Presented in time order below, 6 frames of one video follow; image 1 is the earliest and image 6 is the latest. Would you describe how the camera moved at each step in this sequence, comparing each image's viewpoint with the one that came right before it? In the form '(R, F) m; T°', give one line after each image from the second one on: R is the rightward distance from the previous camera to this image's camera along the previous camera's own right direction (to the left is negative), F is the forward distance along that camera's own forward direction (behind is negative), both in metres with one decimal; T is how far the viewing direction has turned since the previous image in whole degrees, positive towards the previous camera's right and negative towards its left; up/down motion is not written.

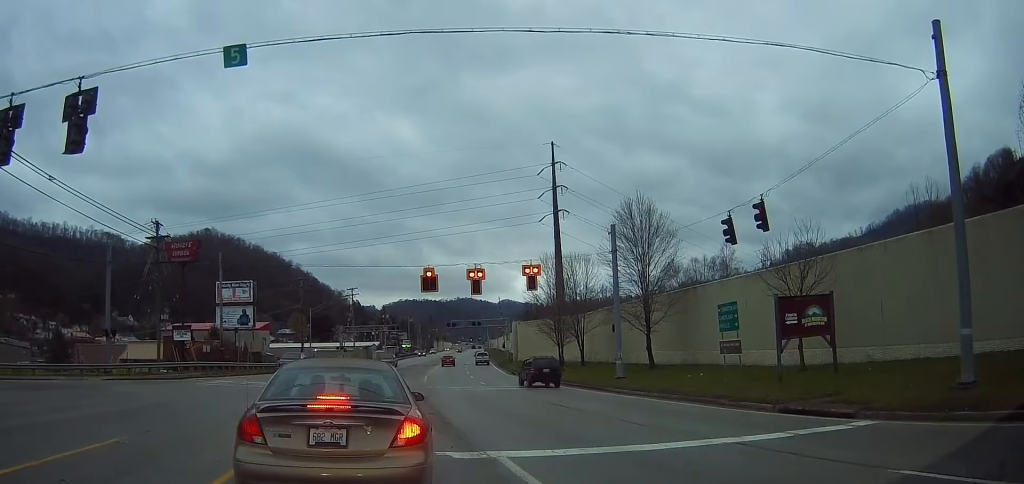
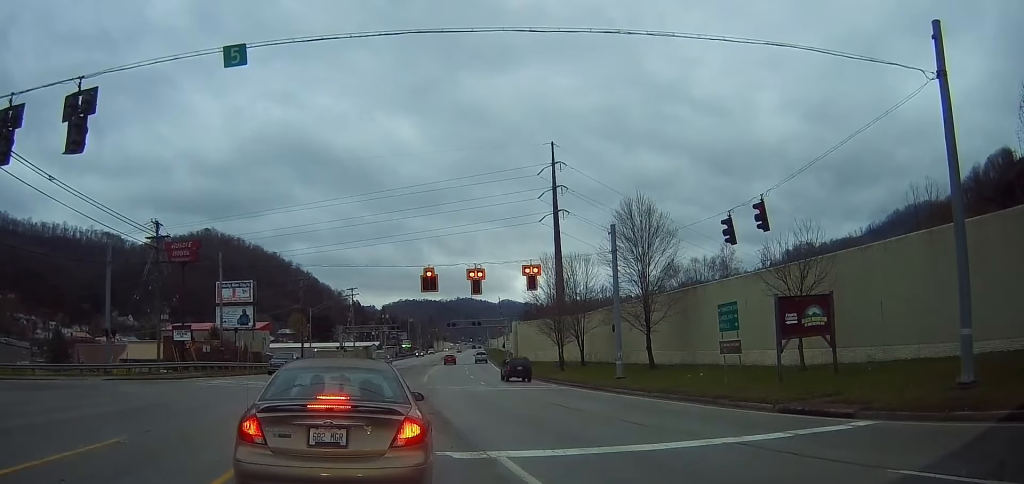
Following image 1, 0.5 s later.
(0.0, 0.0) m; 0°
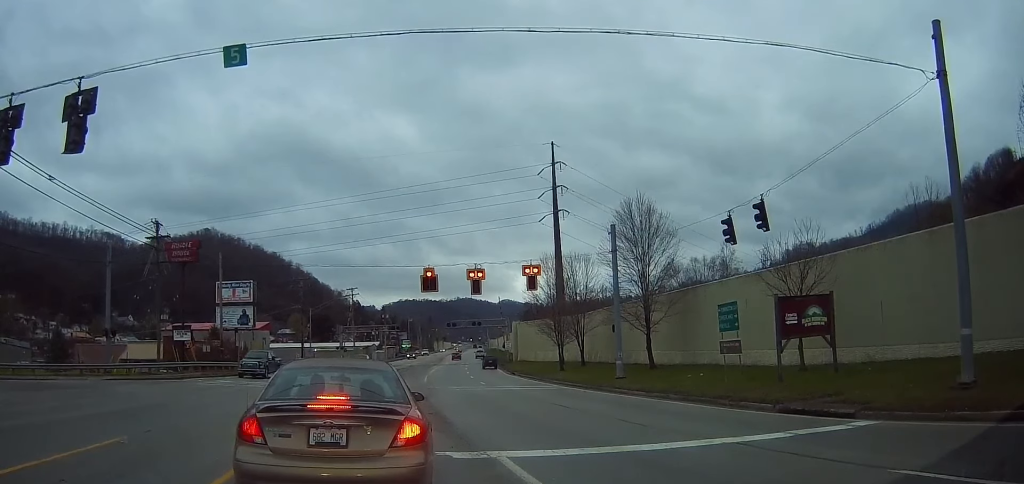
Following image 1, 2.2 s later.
(0.0, 0.0) m; 0°
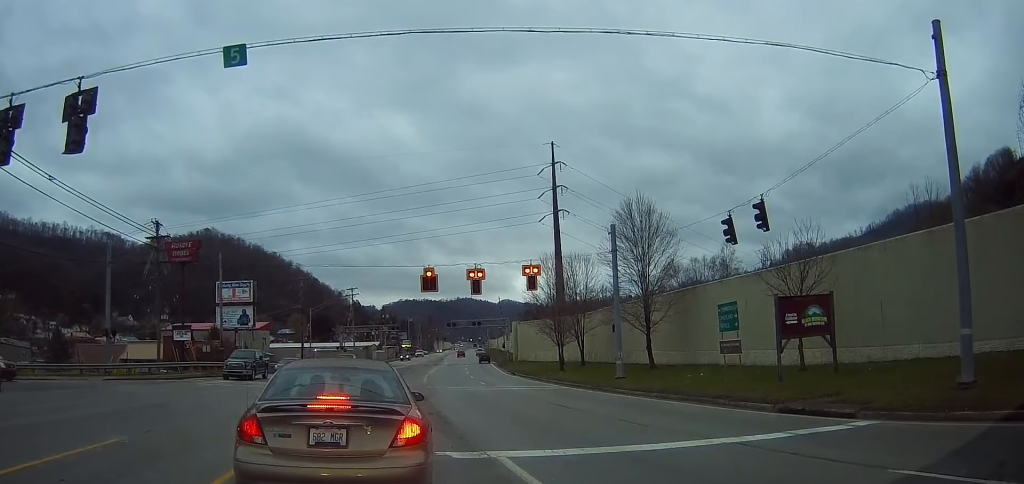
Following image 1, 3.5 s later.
(0.0, 0.0) m; 0°
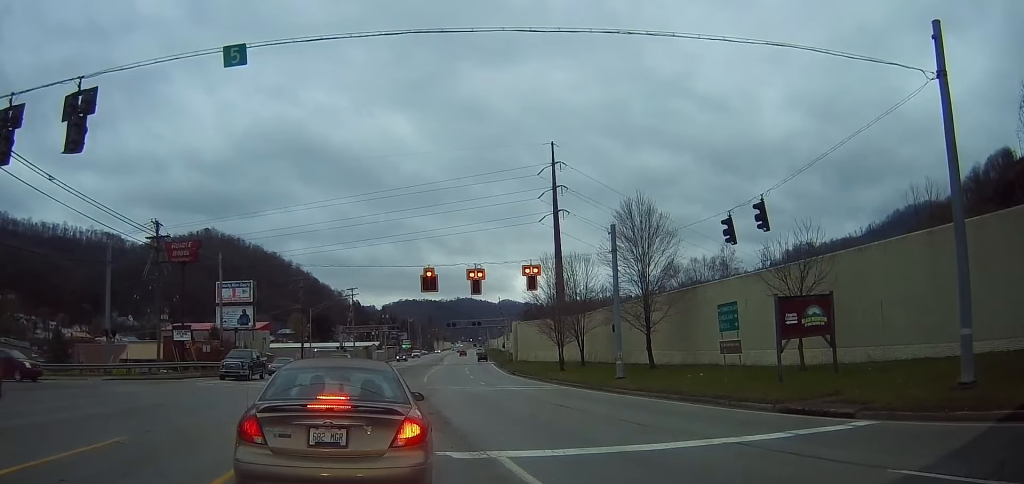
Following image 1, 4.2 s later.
(0.0, 0.0) m; 0°
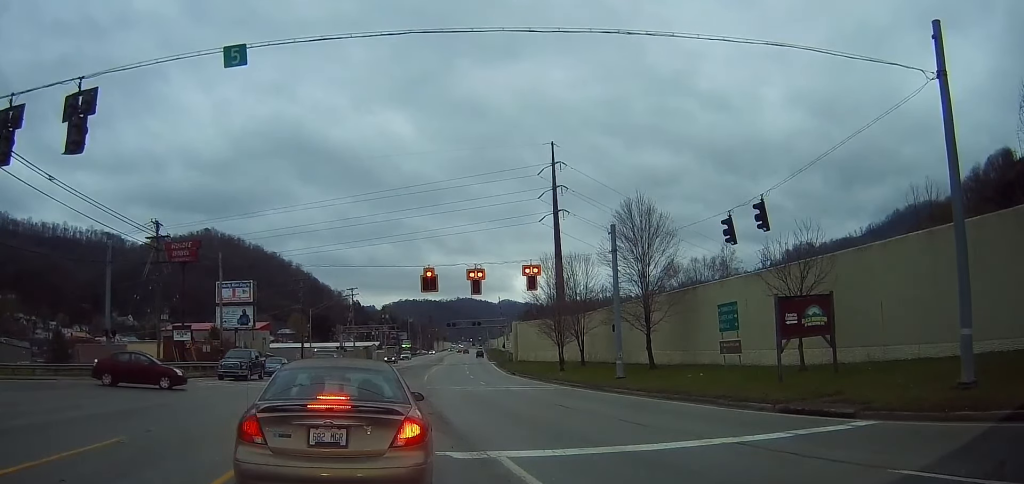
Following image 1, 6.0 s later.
(0.0, 0.0) m; 0°
